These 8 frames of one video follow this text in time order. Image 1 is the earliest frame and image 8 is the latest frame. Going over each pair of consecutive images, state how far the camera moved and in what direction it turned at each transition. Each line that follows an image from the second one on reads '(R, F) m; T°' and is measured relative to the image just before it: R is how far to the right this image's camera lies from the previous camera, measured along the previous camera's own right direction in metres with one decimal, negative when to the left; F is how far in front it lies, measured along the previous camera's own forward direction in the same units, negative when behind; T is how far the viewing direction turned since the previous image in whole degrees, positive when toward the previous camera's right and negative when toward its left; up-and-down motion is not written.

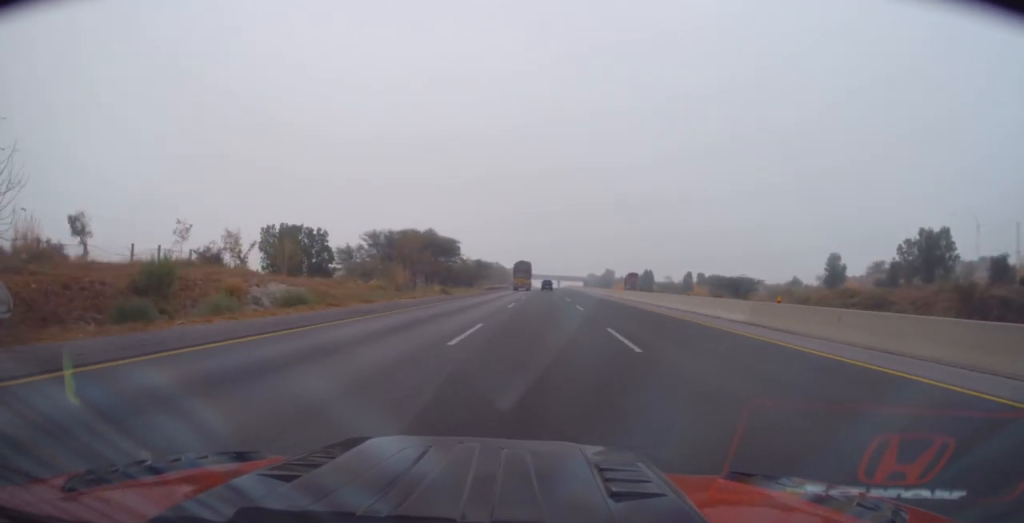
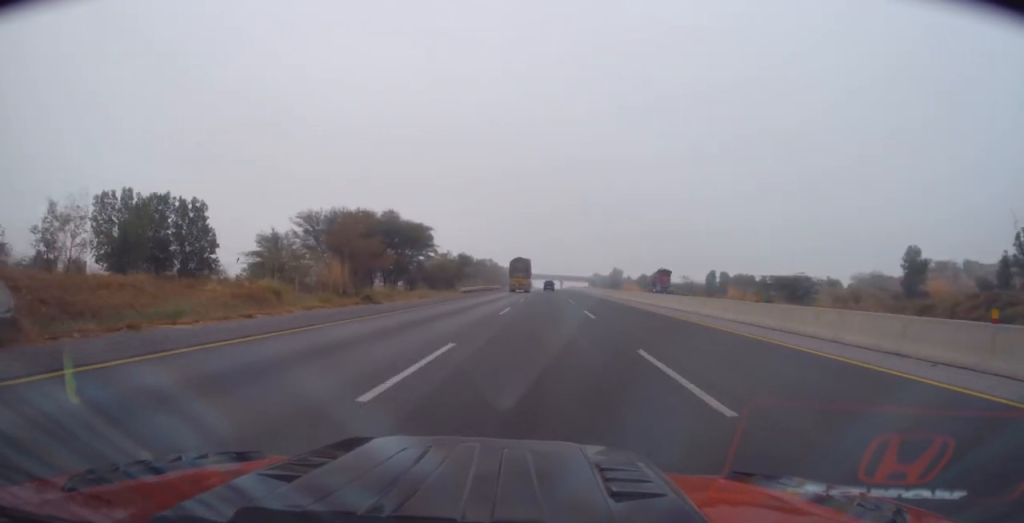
(0.0, +23.9) m; 0°
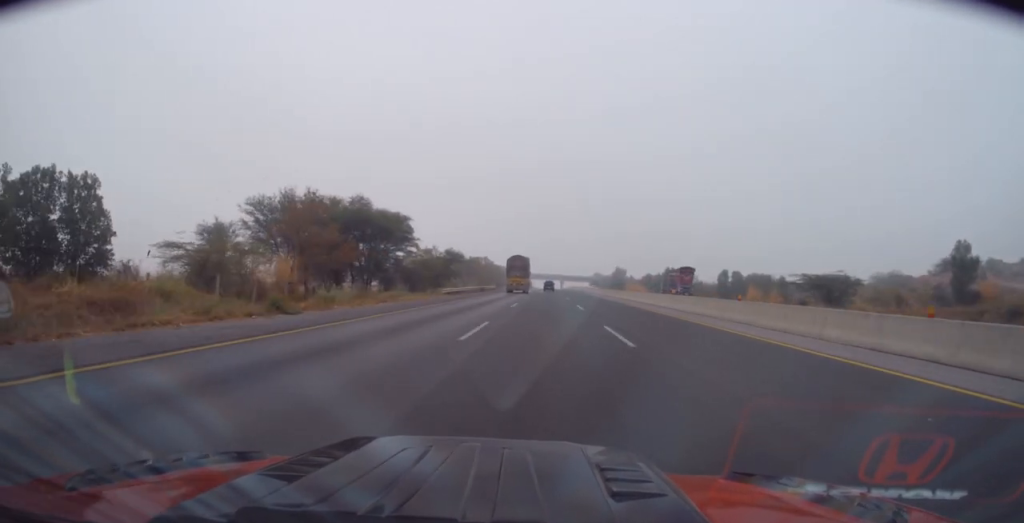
(0.0, +11.1) m; 0°
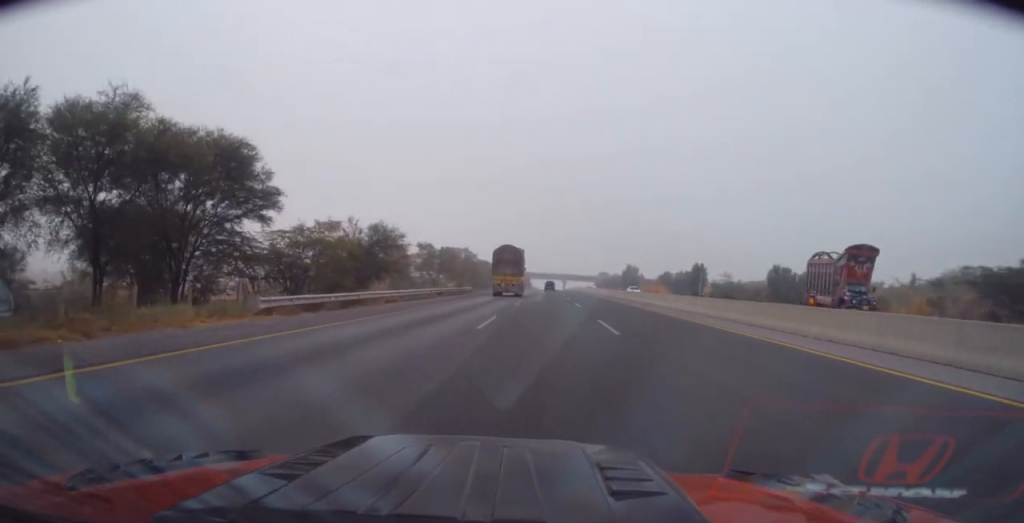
(0.0, +33.0) m; 0°
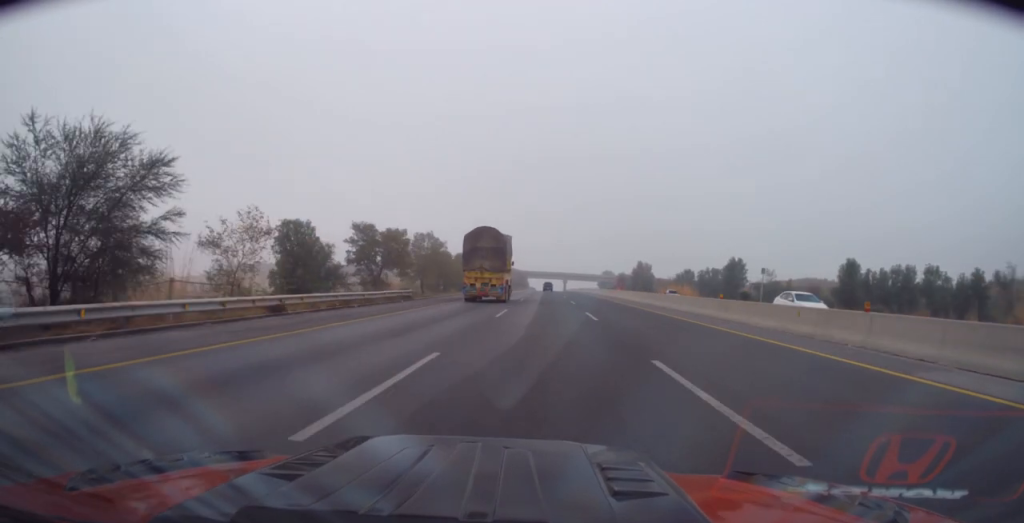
(0.0, +29.5) m; 0°
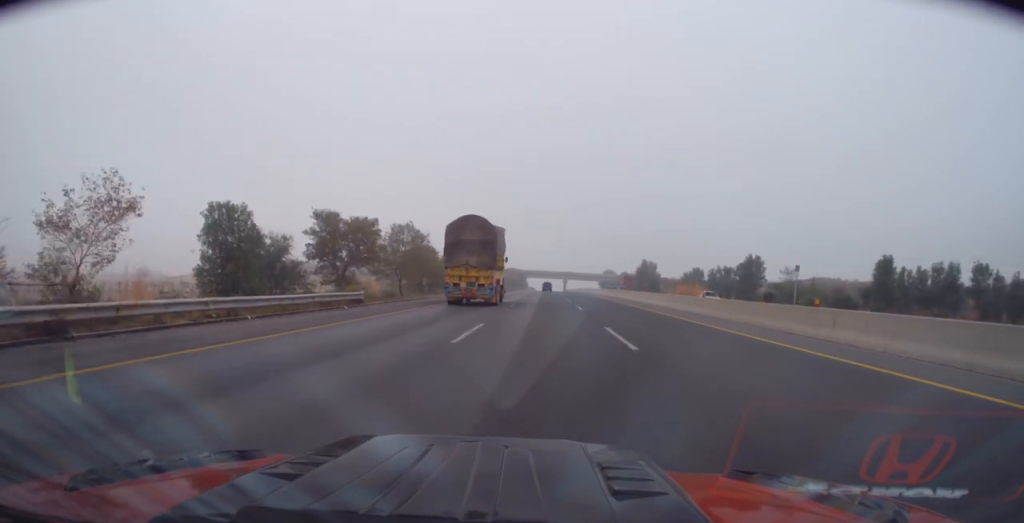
(0.0, +10.1) m; 0°
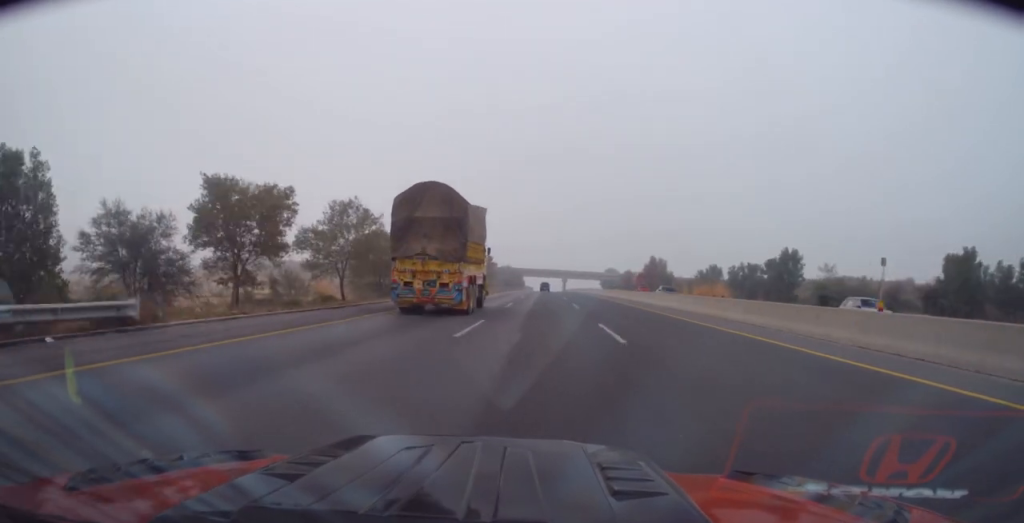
(0.0, +16.9) m; 0°
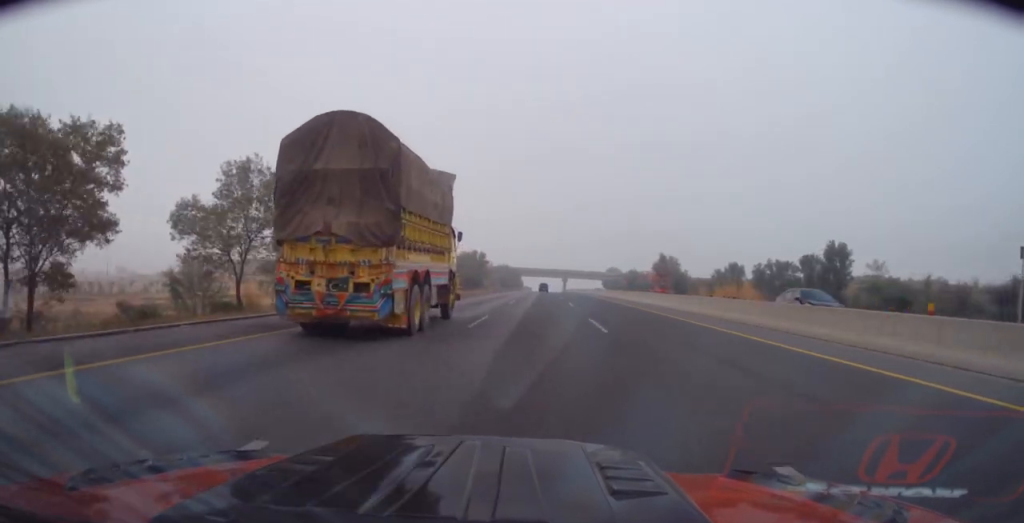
(0.0, +15.2) m; 0°
